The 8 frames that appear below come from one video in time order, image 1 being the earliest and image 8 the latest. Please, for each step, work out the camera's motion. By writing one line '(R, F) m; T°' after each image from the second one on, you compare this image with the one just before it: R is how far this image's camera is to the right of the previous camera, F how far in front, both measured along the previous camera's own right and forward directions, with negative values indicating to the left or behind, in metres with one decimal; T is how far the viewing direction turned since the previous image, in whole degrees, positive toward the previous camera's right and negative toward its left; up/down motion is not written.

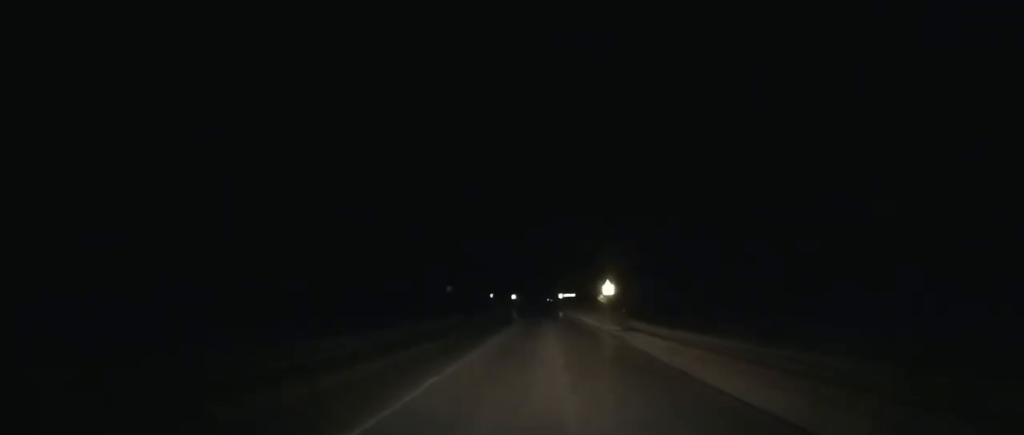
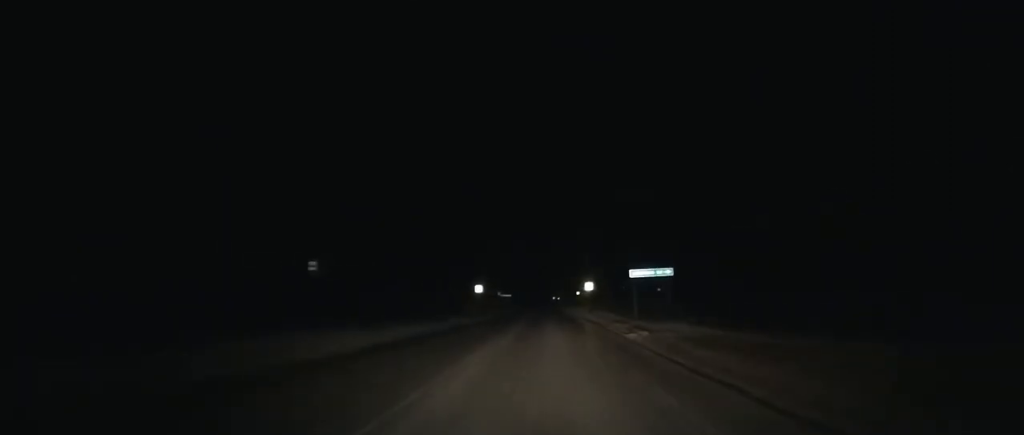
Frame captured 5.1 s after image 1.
(-0.5, +123.6) m; -1°
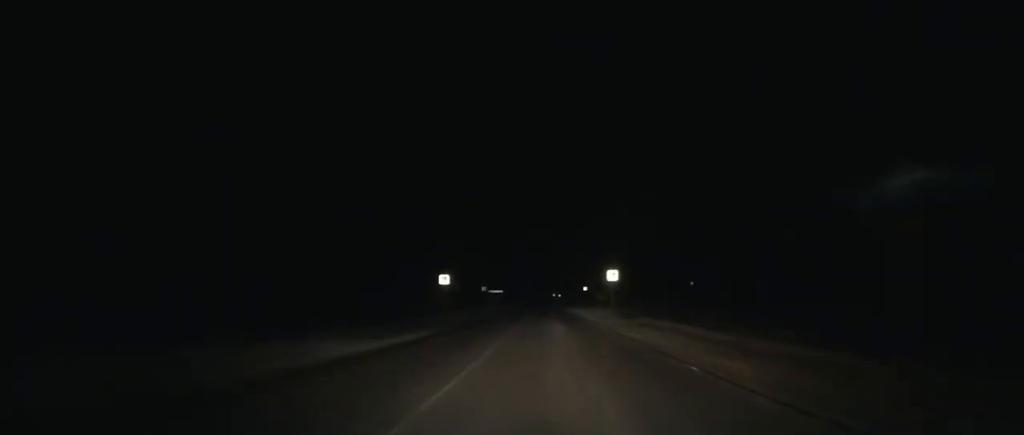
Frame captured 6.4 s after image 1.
(-0.1, +30.8) m; 0°
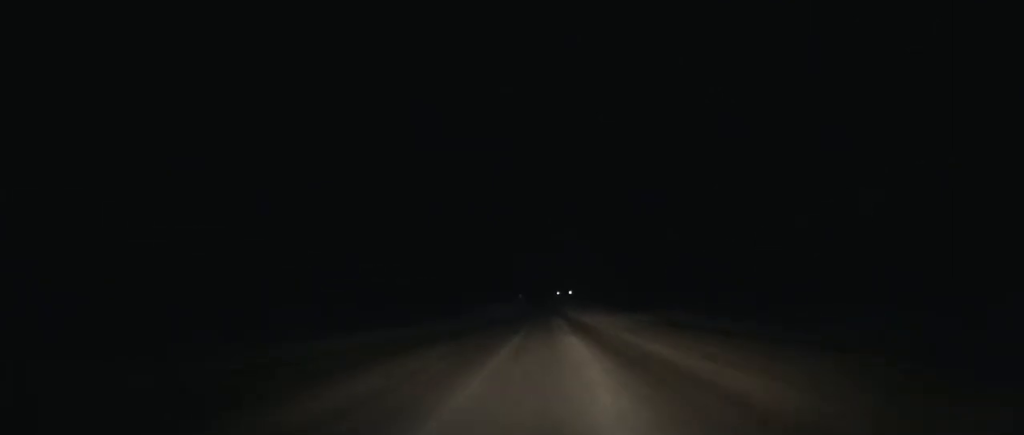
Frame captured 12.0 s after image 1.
(+0.1, +131.6) m; 0°
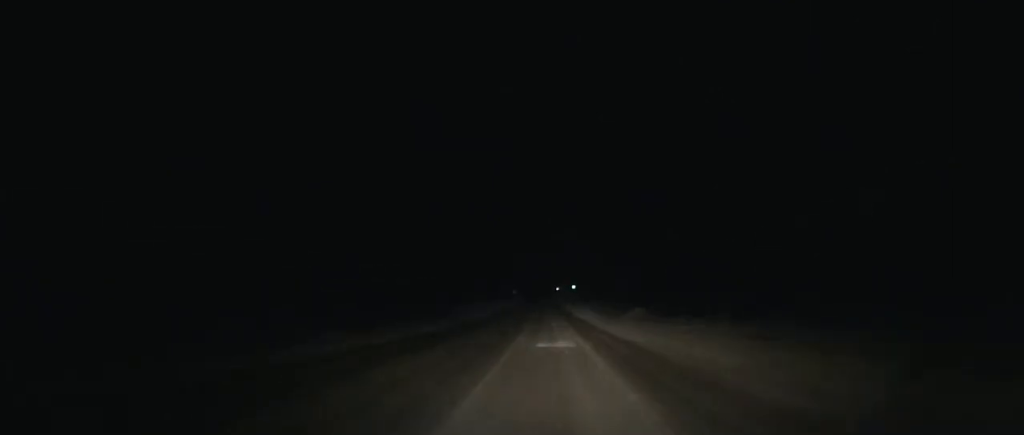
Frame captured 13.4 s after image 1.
(0.0, +33.5) m; 0°
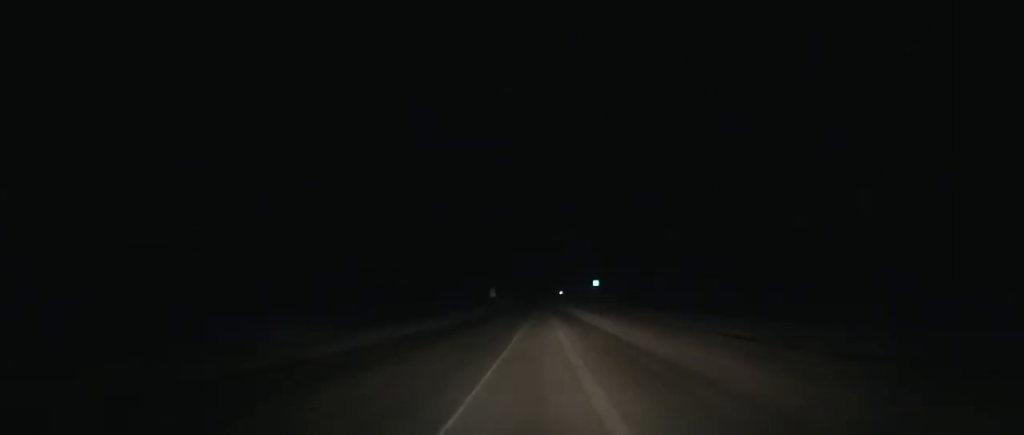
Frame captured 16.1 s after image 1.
(+0.1, +70.1) m; 0°
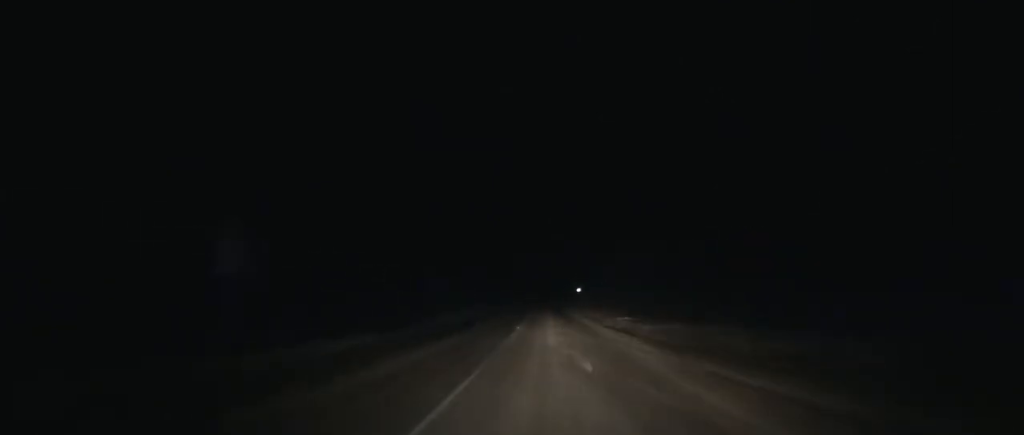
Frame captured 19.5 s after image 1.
(-0.2, +91.5) m; 0°
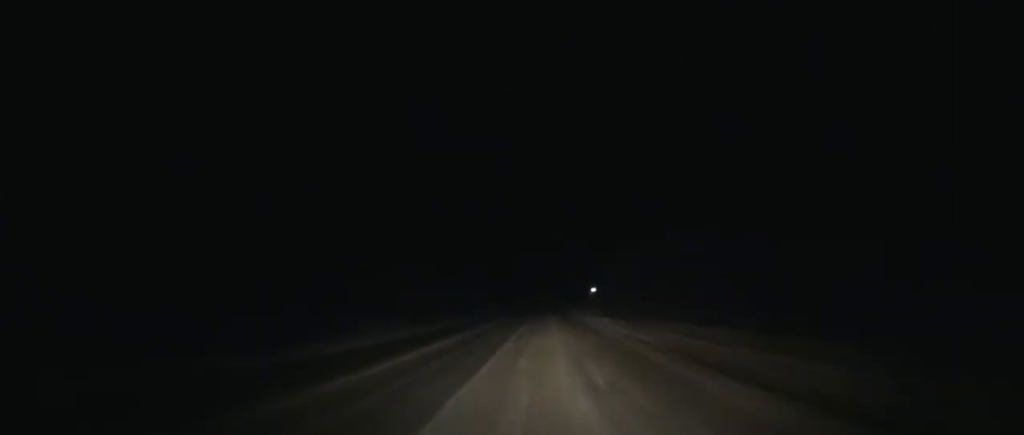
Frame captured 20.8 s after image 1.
(-0.1, +35.4) m; 0°
